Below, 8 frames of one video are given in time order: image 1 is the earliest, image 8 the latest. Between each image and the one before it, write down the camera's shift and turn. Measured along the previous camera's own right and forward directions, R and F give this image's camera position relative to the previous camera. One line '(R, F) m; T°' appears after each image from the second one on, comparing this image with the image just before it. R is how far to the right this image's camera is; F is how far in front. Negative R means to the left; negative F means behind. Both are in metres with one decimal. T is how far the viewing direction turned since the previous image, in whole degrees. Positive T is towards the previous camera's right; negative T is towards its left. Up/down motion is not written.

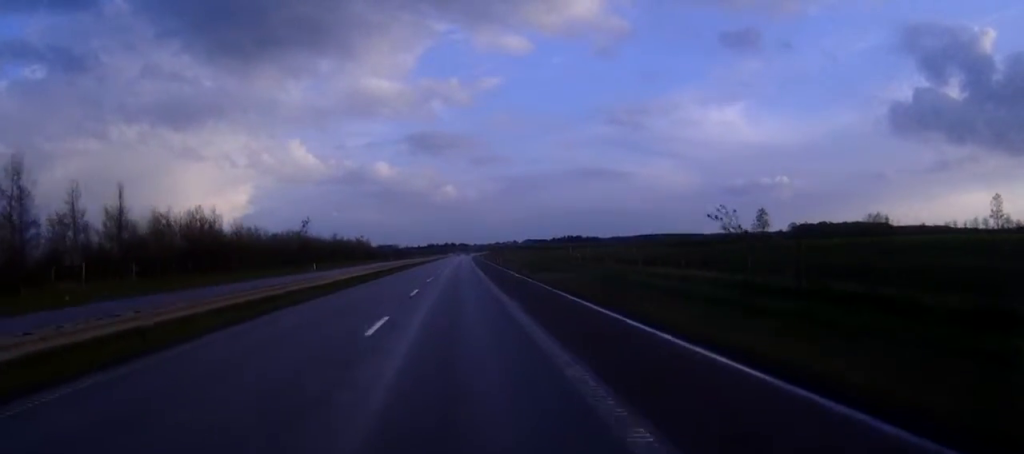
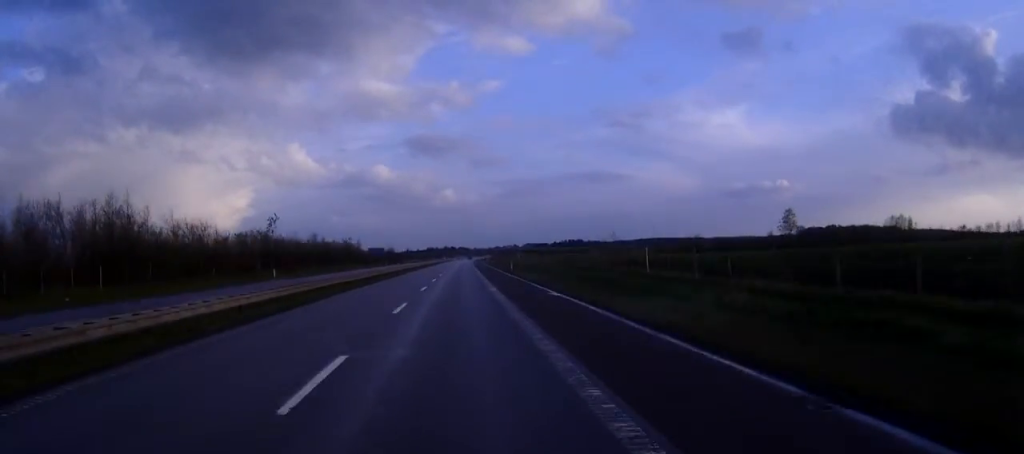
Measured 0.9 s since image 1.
(-0.1, +22.8) m; 0°
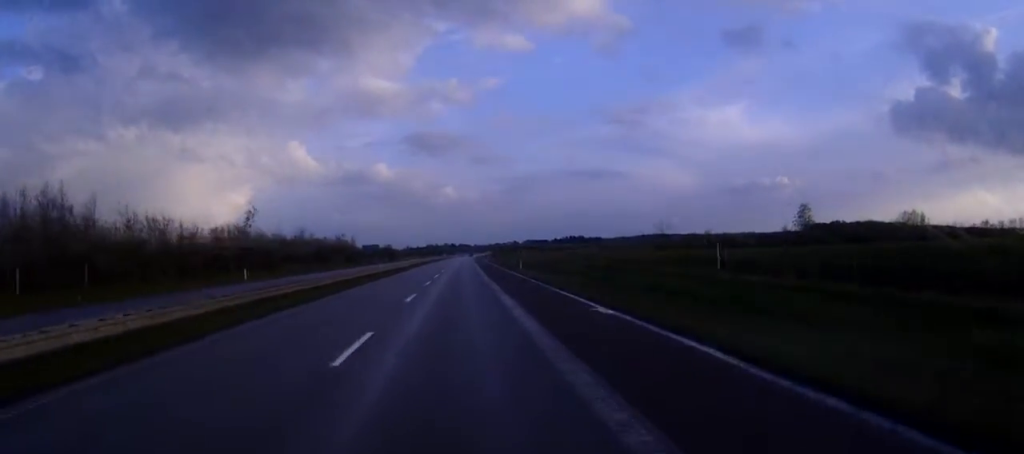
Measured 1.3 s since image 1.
(0.0, +11.4) m; 0°
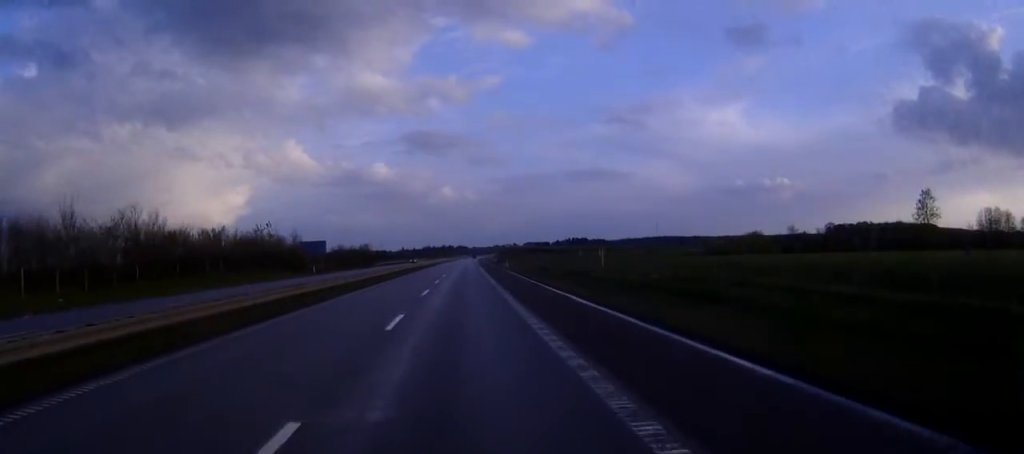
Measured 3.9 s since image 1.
(+0.3, +69.0) m; 0°
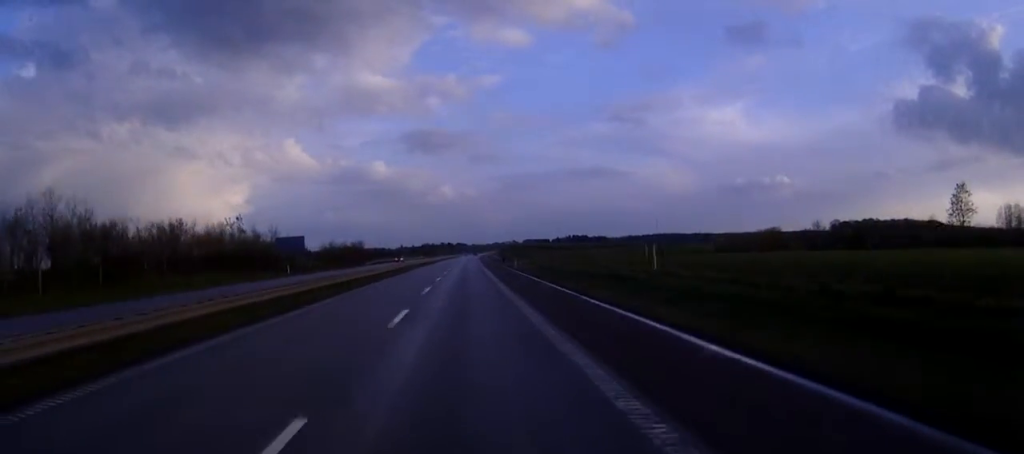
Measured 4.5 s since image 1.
(0.0, +14.9) m; 0°
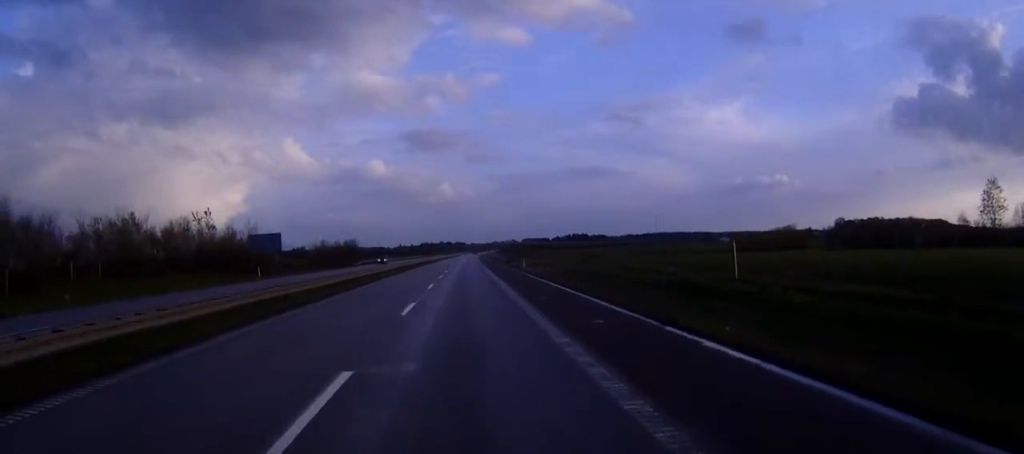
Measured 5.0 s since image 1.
(0.0, +12.2) m; 0°
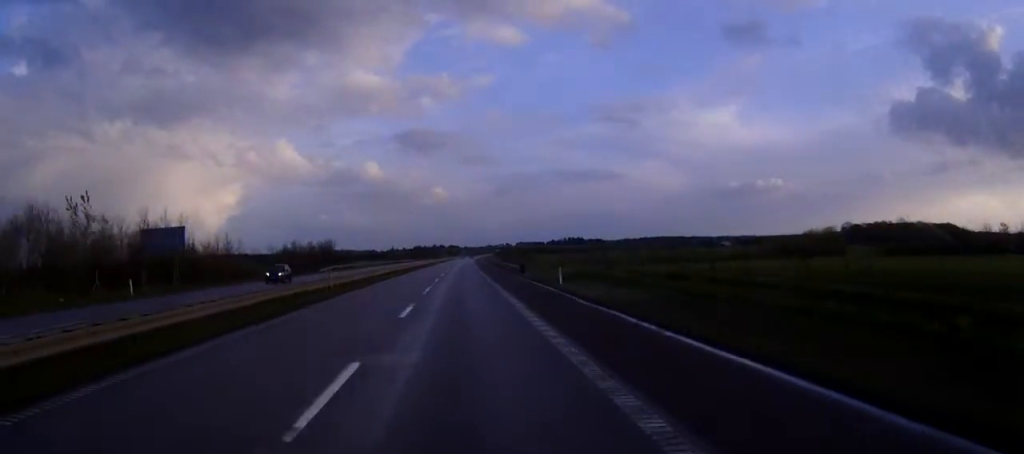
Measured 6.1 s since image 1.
(+0.3, +28.7) m; +1°
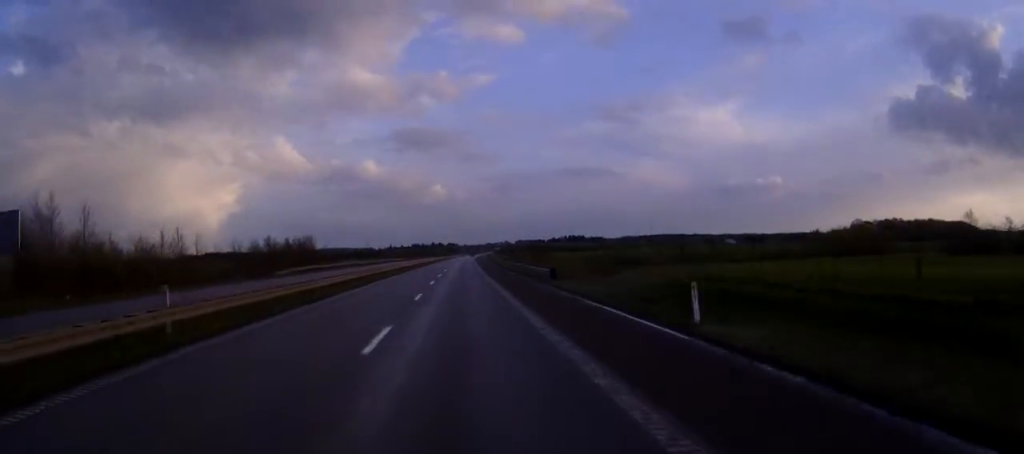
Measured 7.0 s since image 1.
(0.0, +23.3) m; 0°
